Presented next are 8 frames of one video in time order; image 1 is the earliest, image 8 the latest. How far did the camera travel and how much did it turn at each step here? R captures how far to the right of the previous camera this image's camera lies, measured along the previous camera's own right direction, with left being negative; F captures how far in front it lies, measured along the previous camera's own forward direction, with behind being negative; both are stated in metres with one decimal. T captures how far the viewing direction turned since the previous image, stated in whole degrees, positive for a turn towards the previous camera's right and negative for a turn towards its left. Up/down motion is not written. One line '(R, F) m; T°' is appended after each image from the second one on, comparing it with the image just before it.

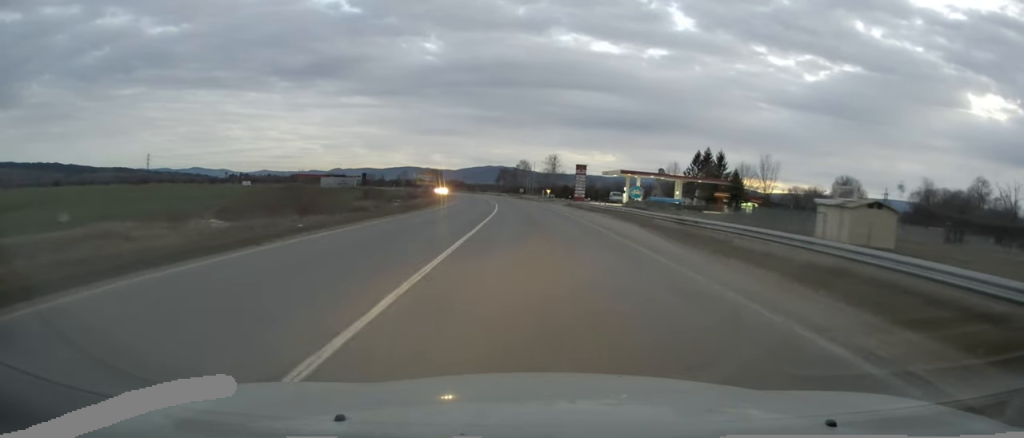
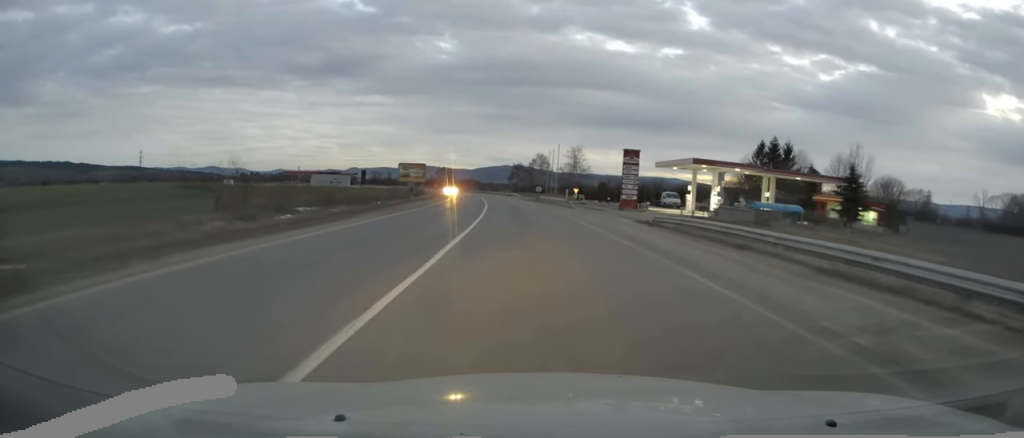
(-0.4, +32.8) m; -2°
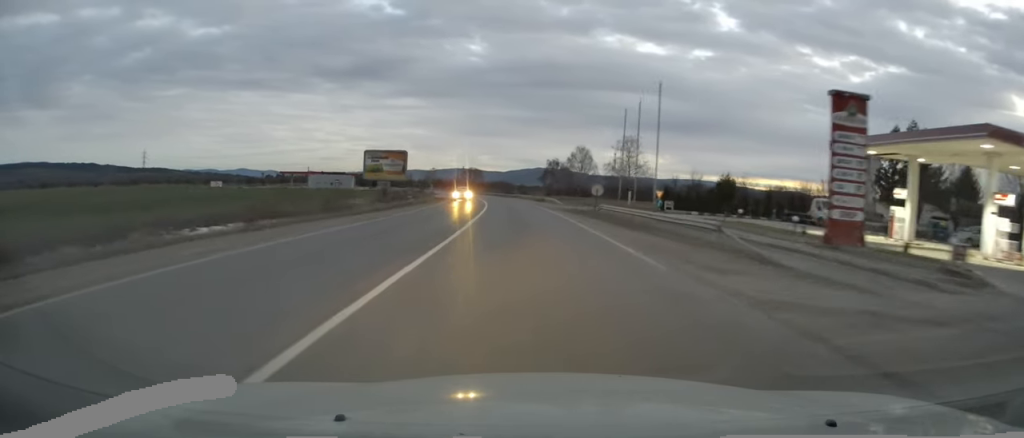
(-1.0, +37.3) m; -3°
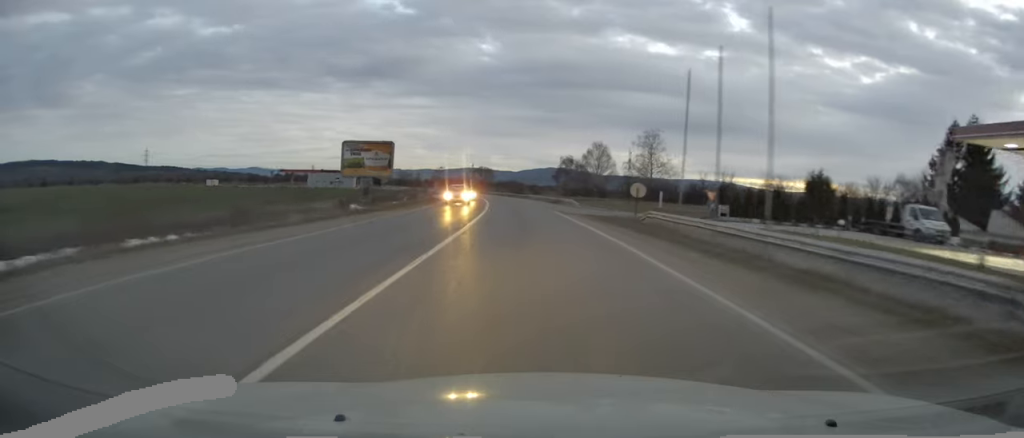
(-0.1, +11.1) m; -1°
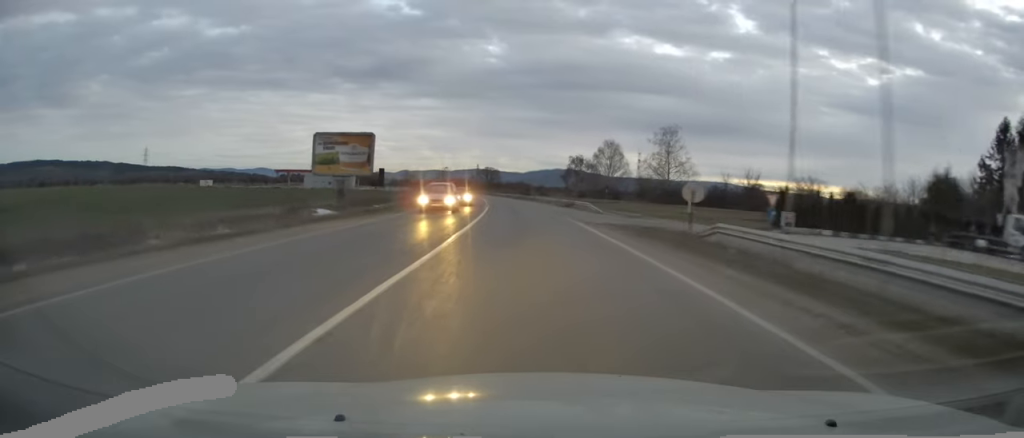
(0.0, +8.6) m; -1°
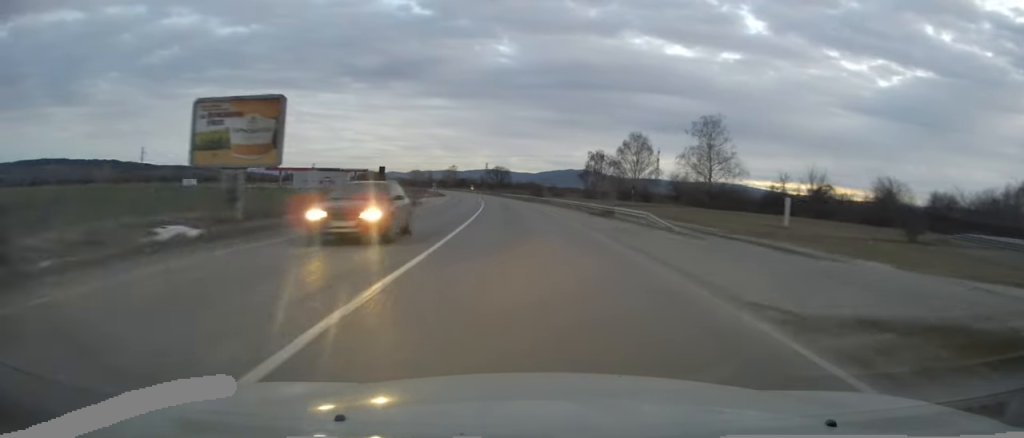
(-0.2, +17.8) m; -2°
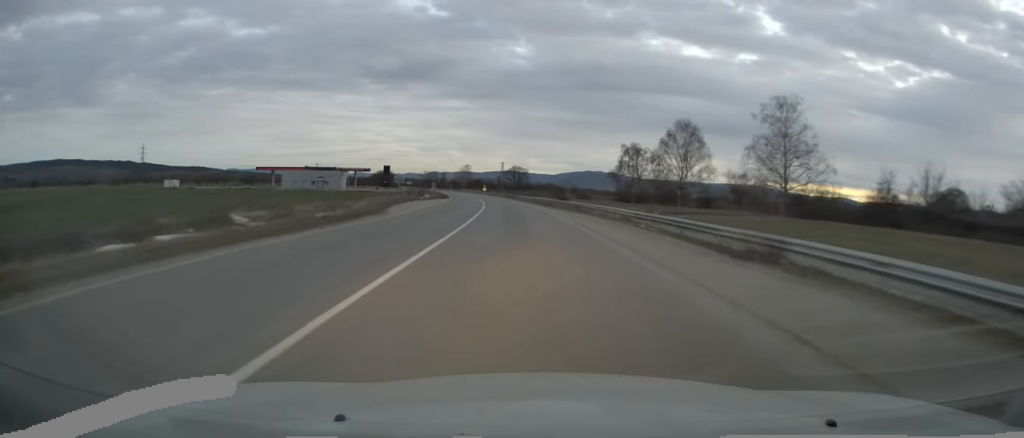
(-0.3, +20.1) m; -1°
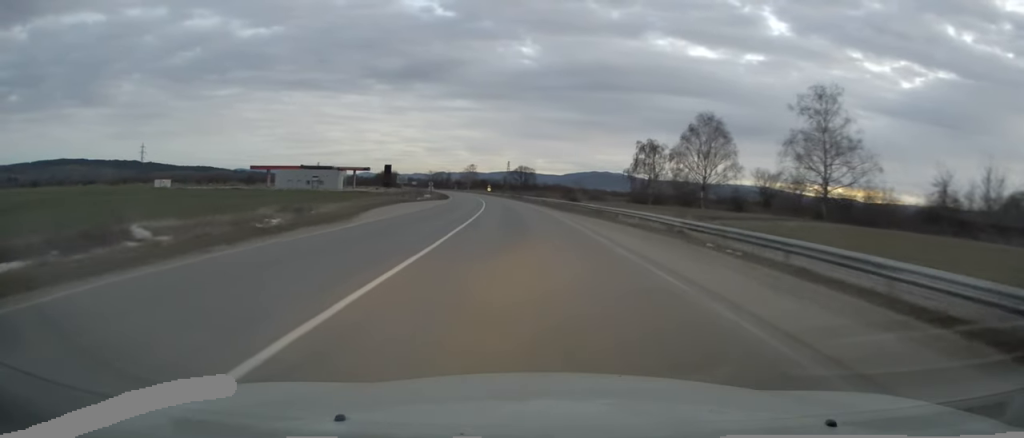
(0.0, +7.9) m; 0°
